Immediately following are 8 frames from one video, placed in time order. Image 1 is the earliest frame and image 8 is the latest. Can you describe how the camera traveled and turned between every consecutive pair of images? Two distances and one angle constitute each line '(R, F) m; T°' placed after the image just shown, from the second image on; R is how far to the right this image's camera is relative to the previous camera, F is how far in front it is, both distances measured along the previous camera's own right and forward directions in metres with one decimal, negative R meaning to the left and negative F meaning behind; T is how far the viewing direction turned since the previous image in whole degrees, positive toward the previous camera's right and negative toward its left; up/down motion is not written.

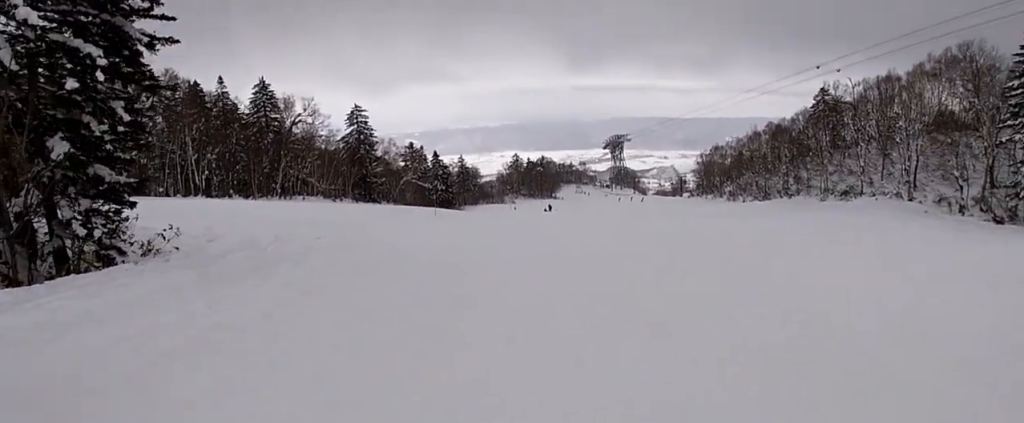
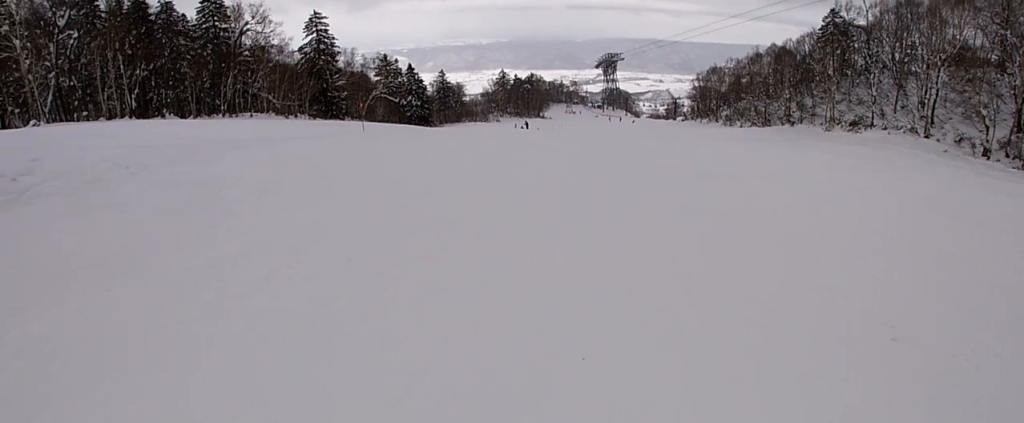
(+0.4, +7.1) m; +3°
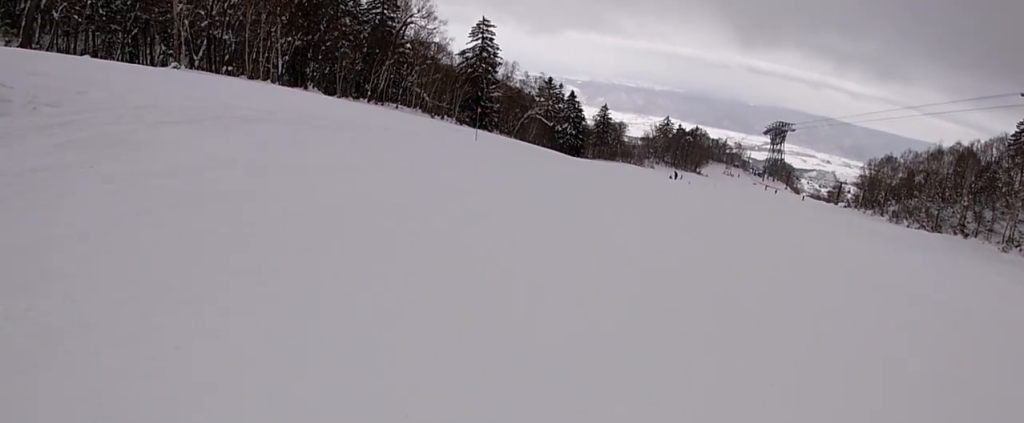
(+0.1, +5.3) m; -5°
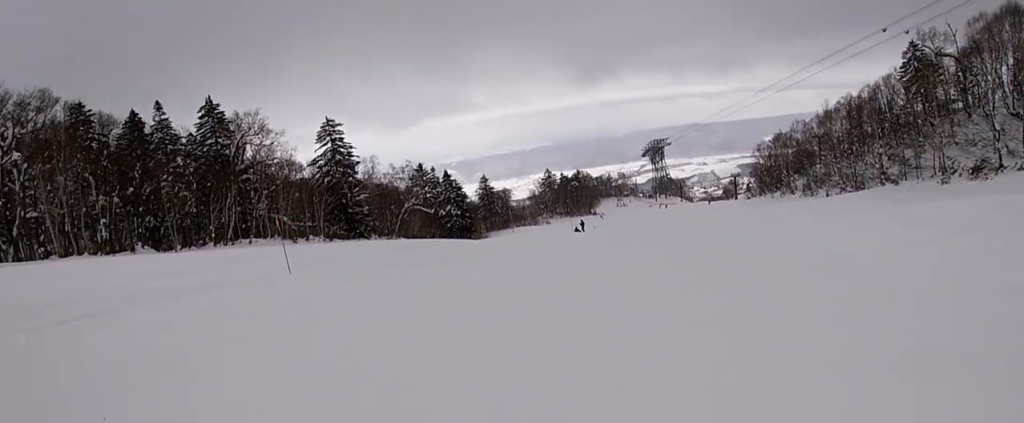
(-1.3, +11.5) m; -1°
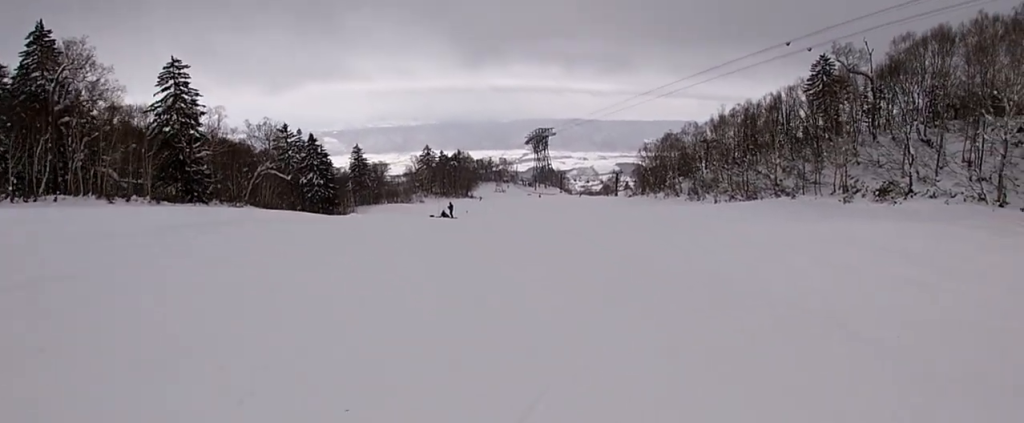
(+1.2, +8.9) m; +10°
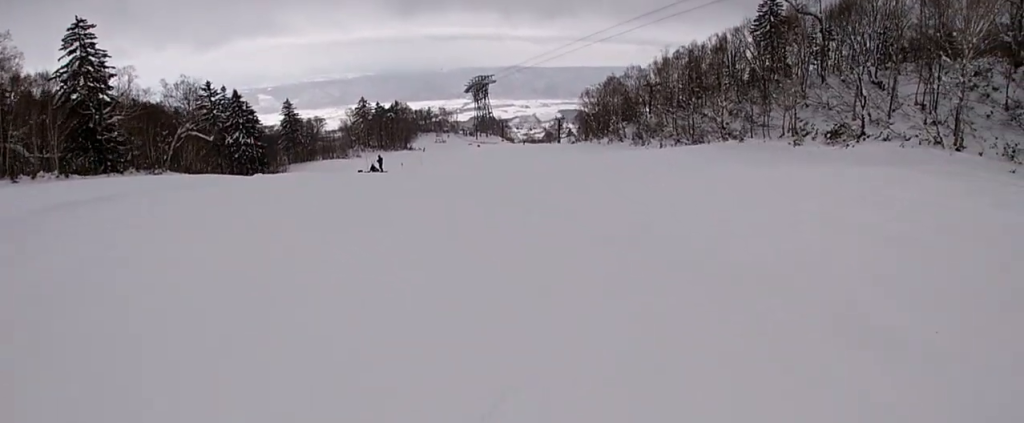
(0.0, +3.0) m; -2°
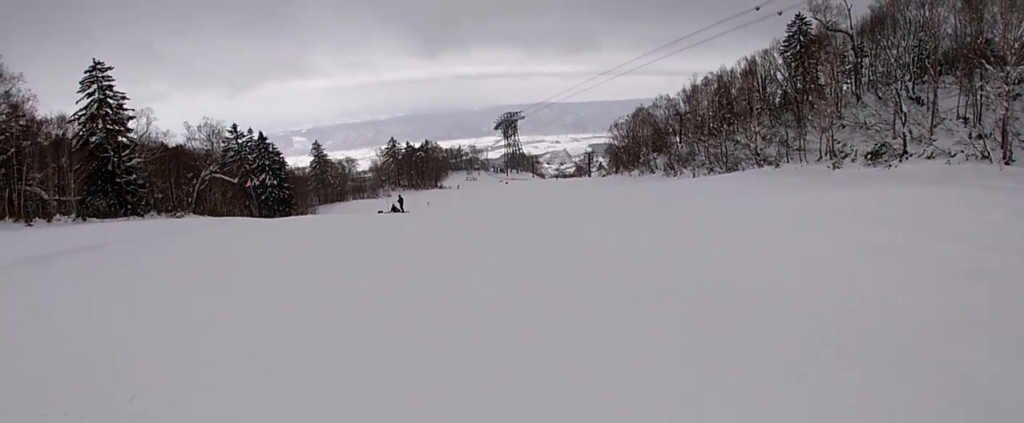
(+0.1, +2.5) m; -2°
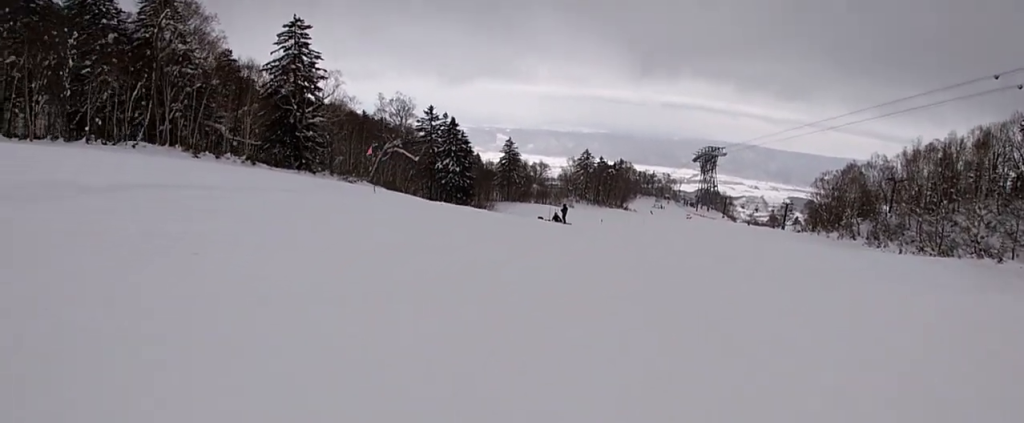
(-0.3, +4.9) m; -1°
